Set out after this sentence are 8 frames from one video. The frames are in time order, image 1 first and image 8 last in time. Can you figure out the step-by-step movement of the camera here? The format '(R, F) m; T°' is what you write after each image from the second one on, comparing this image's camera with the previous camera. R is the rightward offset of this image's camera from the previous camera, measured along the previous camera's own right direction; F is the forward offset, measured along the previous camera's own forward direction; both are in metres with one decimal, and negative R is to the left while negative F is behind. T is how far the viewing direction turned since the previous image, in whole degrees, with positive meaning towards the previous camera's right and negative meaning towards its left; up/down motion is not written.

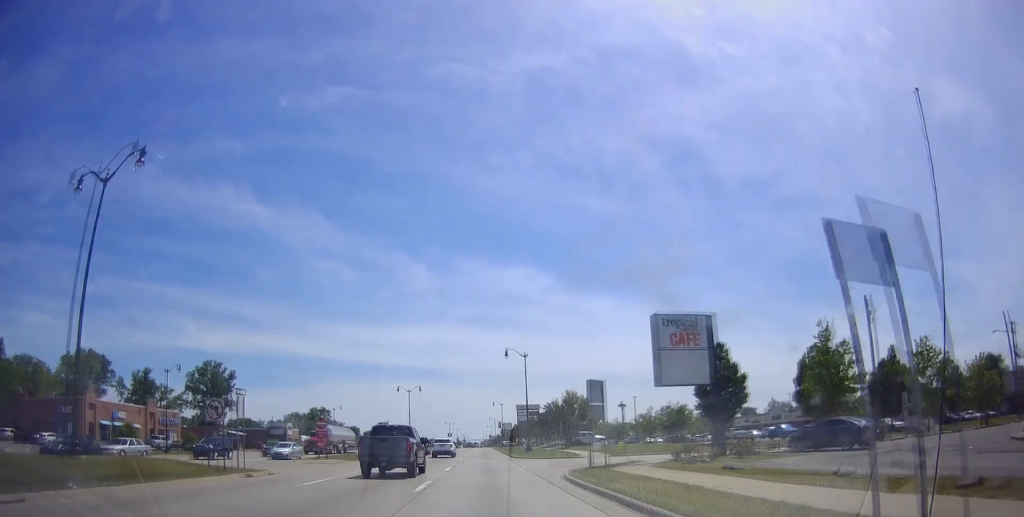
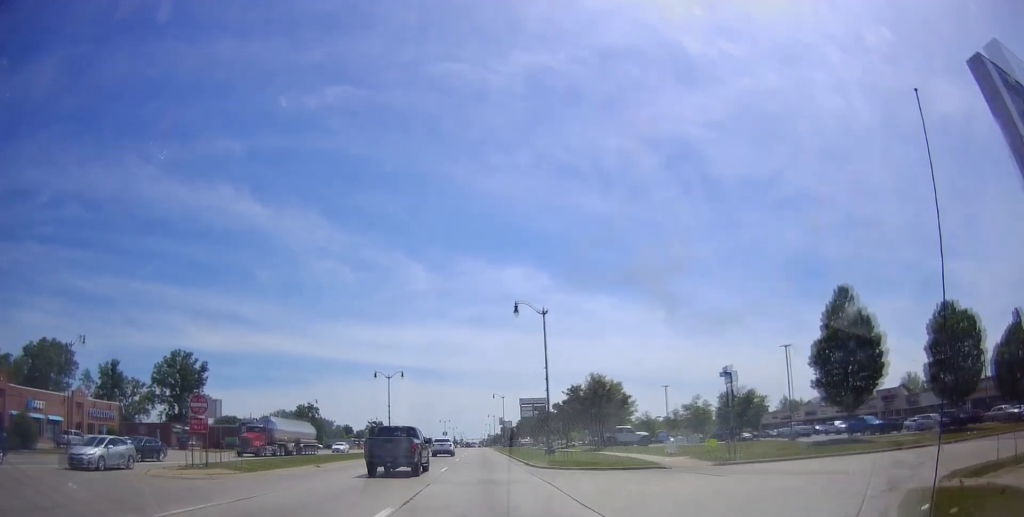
(-0.3, +20.5) m; 0°
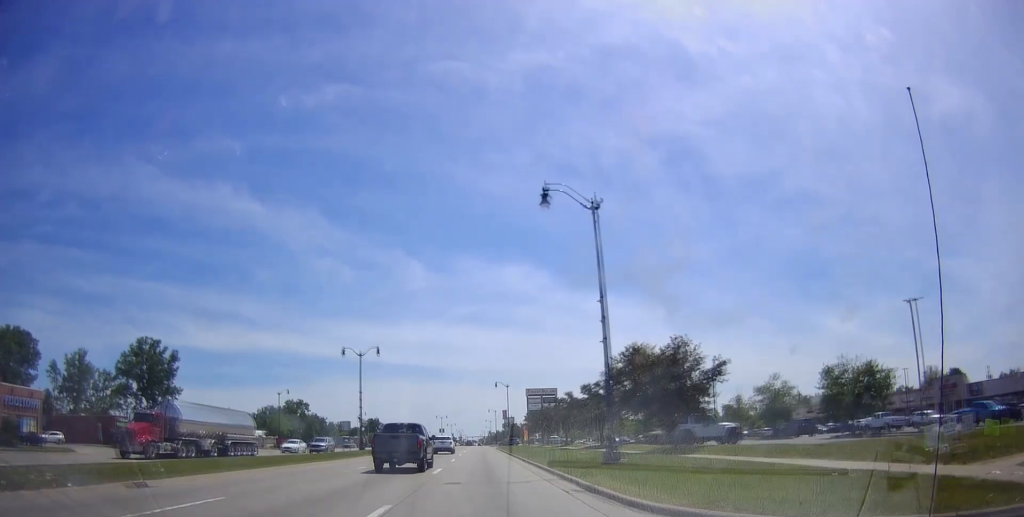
(+0.3, +19.2) m; +1°
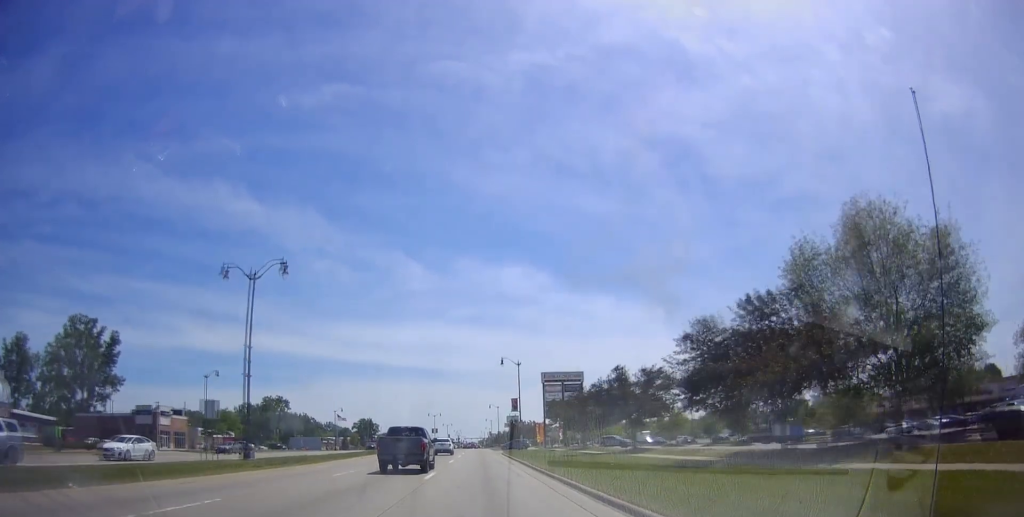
(+0.1, +30.8) m; 0°
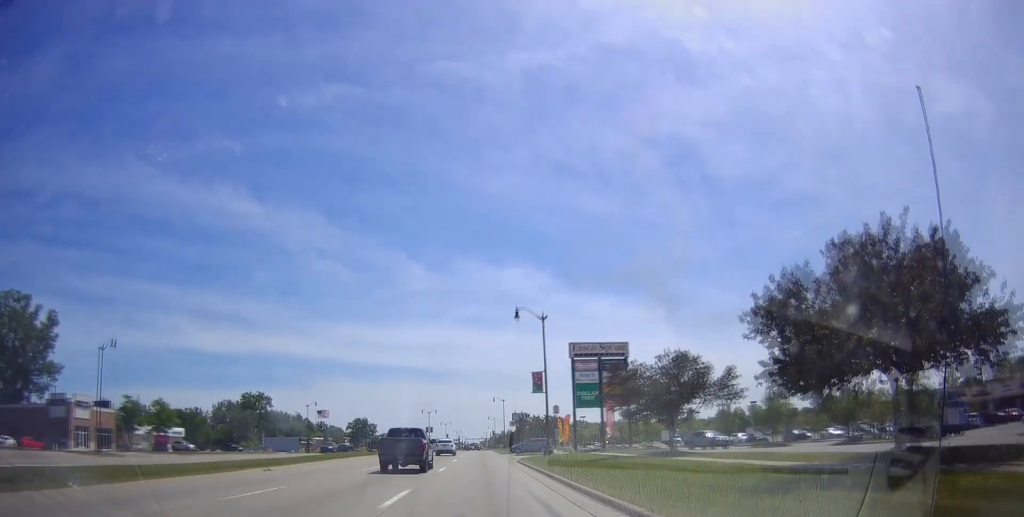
(0.0, +25.9) m; 0°
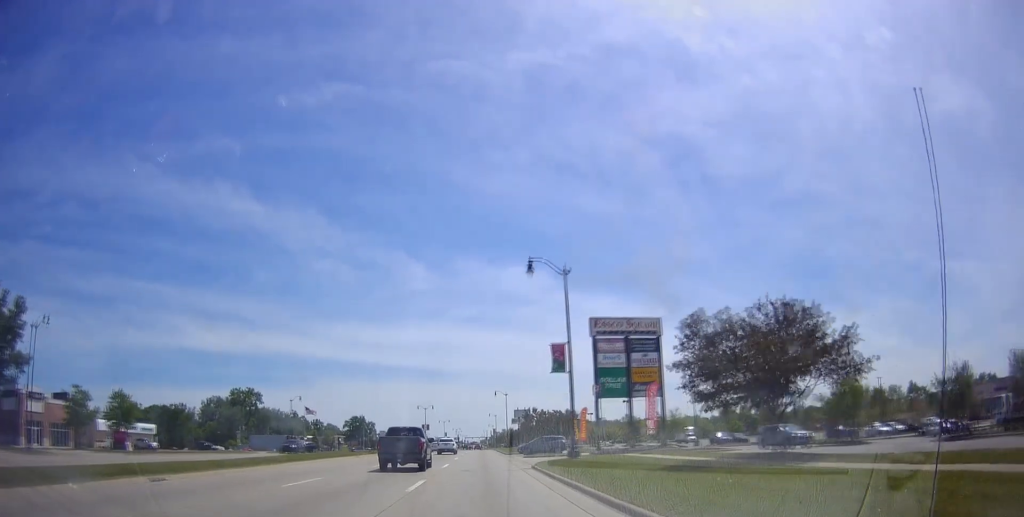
(0.0, +11.4) m; -1°
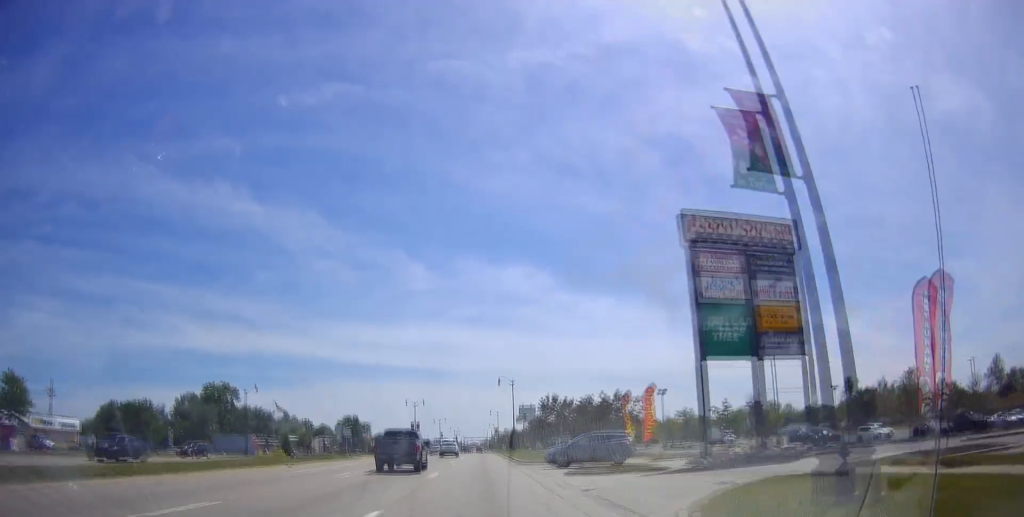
(-0.7, +23.4) m; -1°
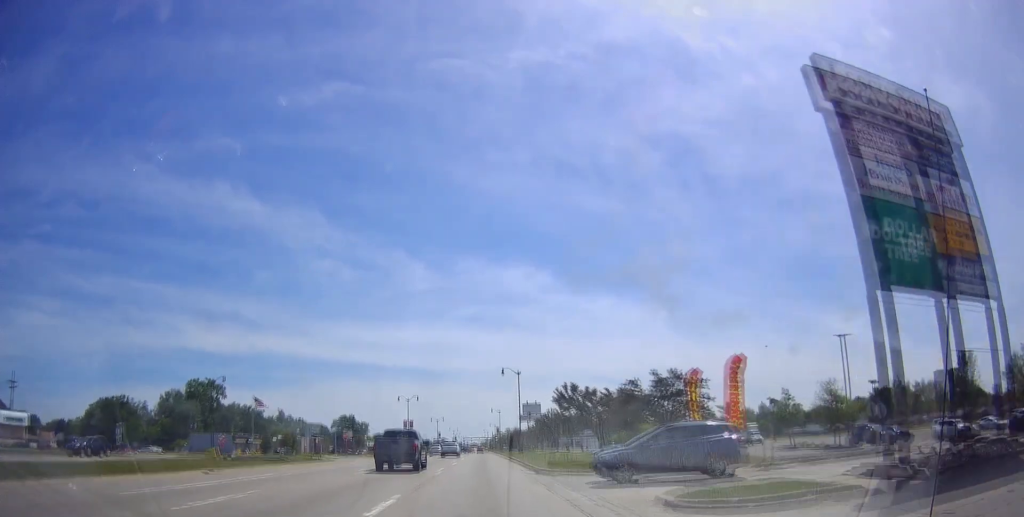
(+0.1, +12.6) m; +1°
